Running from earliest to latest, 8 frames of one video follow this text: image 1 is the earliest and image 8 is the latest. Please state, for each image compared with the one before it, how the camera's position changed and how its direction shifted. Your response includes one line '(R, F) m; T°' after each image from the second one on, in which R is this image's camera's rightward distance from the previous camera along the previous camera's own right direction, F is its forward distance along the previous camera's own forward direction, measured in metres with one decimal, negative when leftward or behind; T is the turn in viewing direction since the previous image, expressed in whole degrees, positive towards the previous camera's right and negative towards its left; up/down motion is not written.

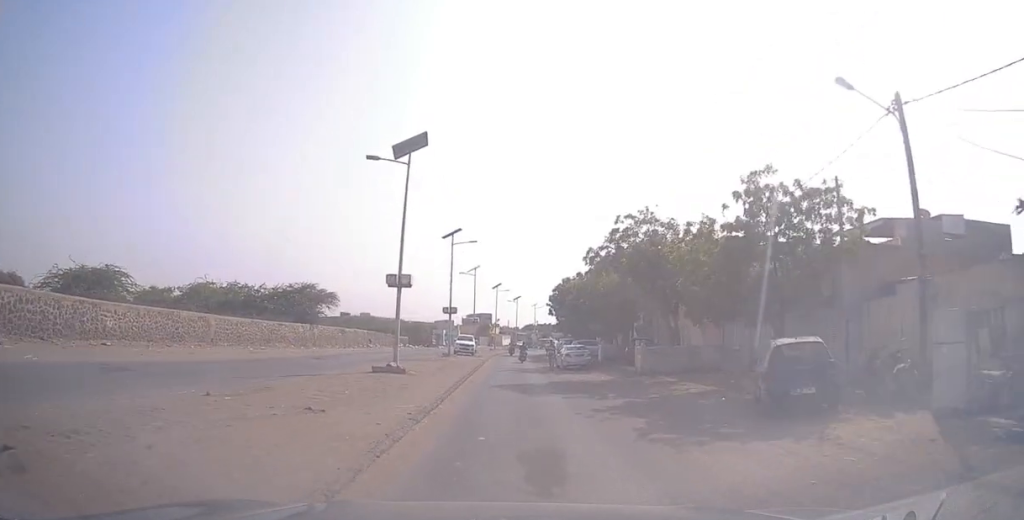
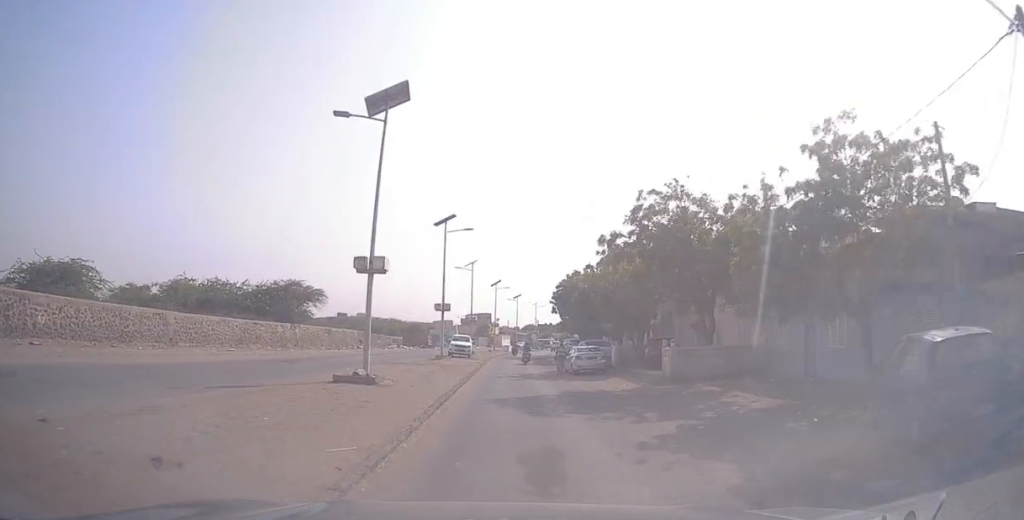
(+0.1, +4.9) m; 0°
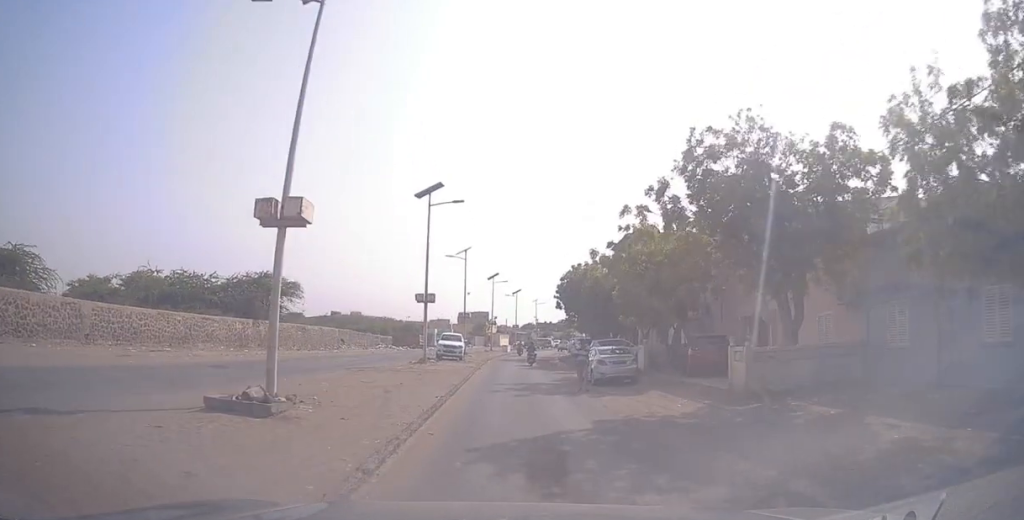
(+0.3, +7.3) m; -1°
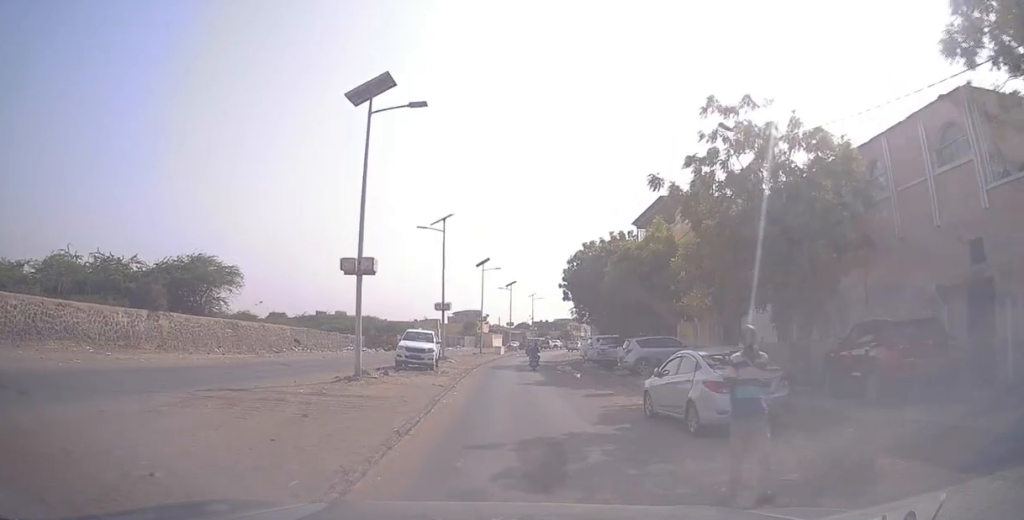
(-0.4, +12.6) m; +1°
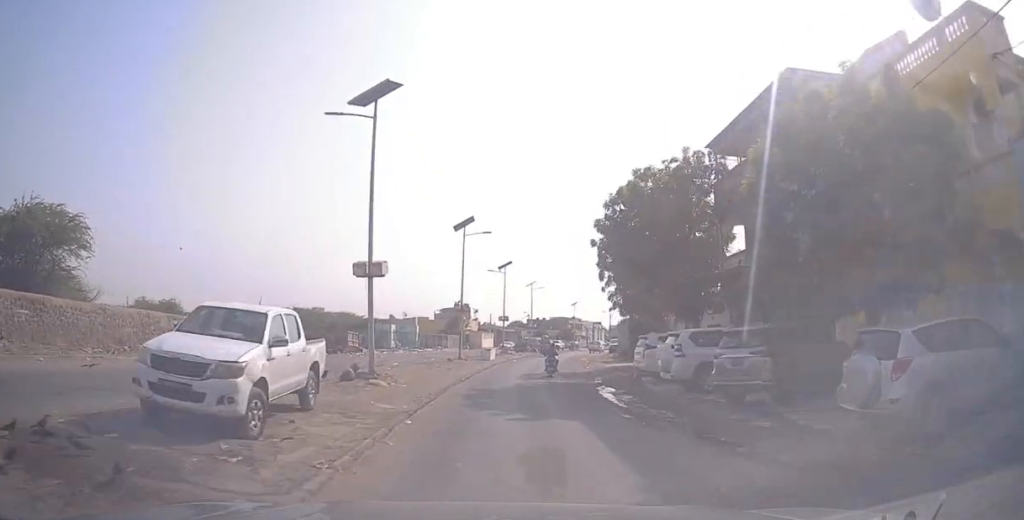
(+0.7, +18.8) m; +2°
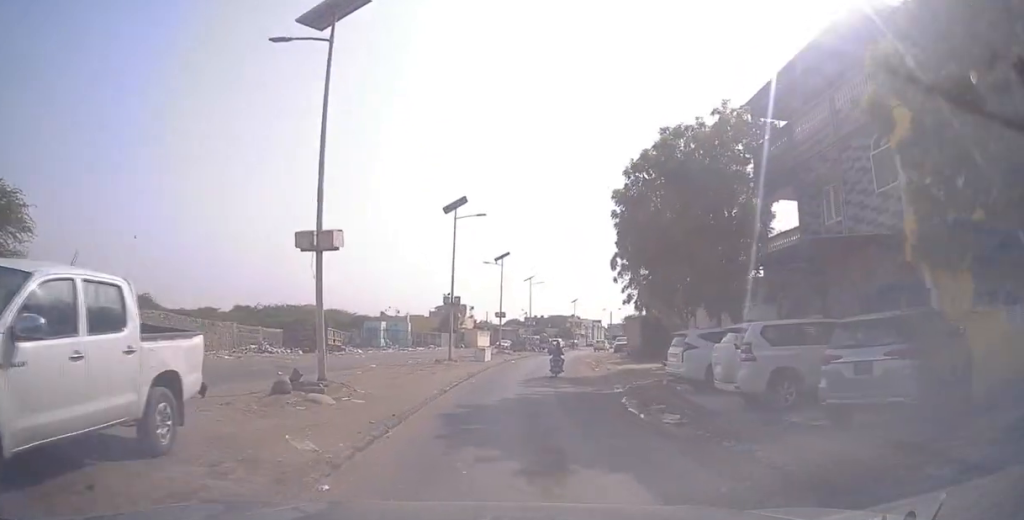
(0.0, +5.0) m; 0°
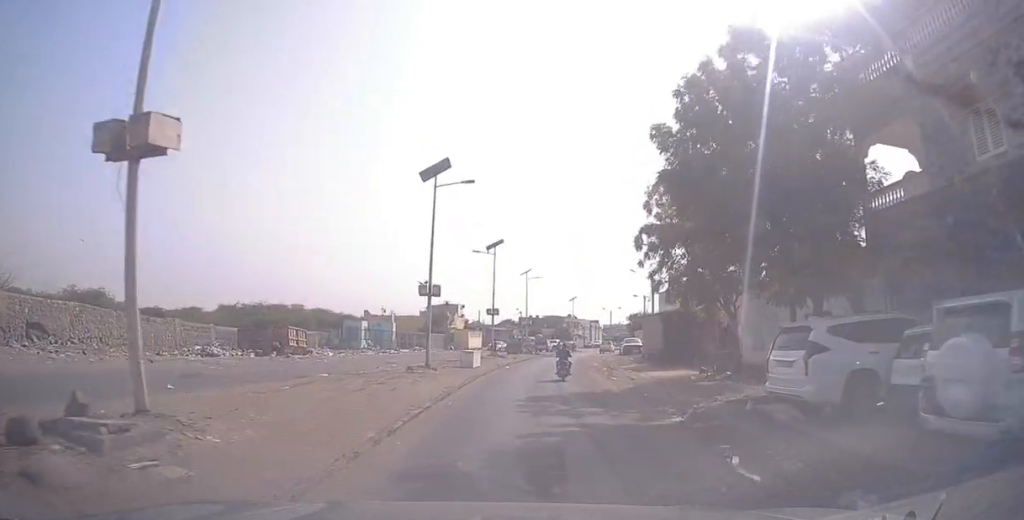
(0.0, +7.4) m; 0°
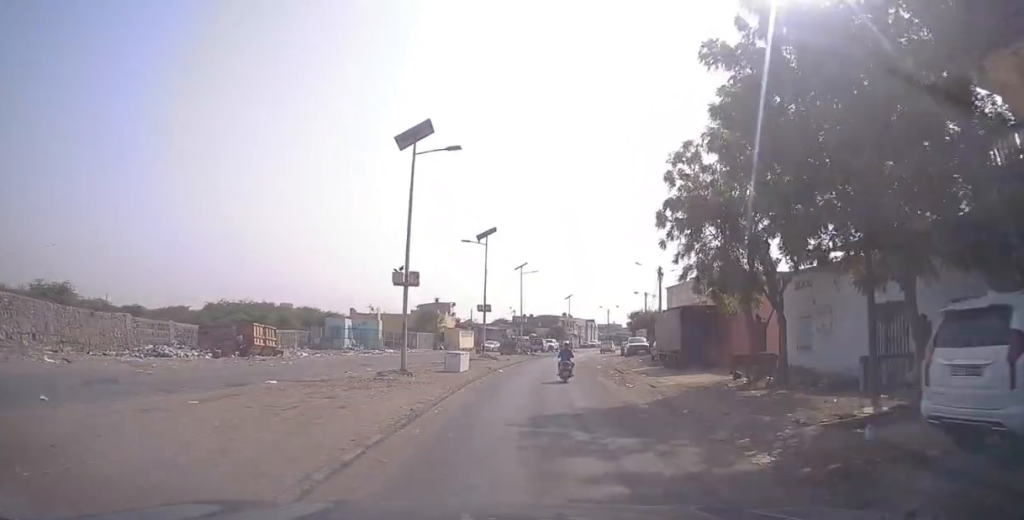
(0.0, +4.7) m; 0°
